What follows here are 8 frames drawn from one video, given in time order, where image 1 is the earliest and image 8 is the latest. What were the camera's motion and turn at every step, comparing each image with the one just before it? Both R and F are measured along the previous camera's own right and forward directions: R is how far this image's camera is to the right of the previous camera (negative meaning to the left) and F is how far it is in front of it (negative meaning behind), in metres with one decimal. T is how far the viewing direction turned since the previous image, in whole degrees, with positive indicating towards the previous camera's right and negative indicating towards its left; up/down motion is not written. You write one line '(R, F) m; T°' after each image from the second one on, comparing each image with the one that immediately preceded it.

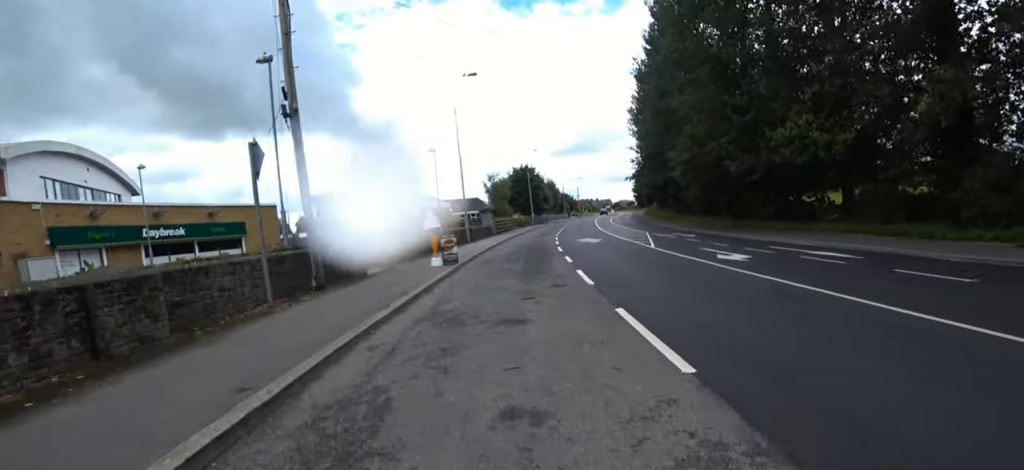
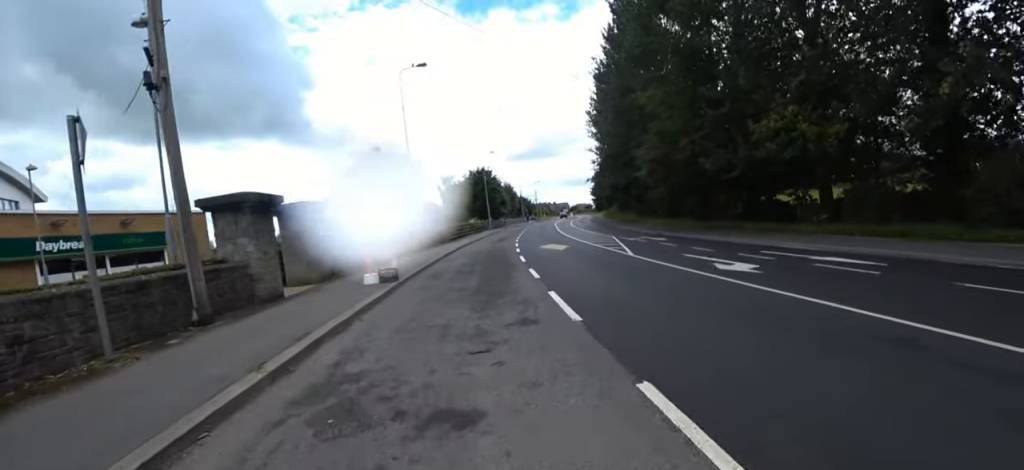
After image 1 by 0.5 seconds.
(0.0, +2.4) m; 0°
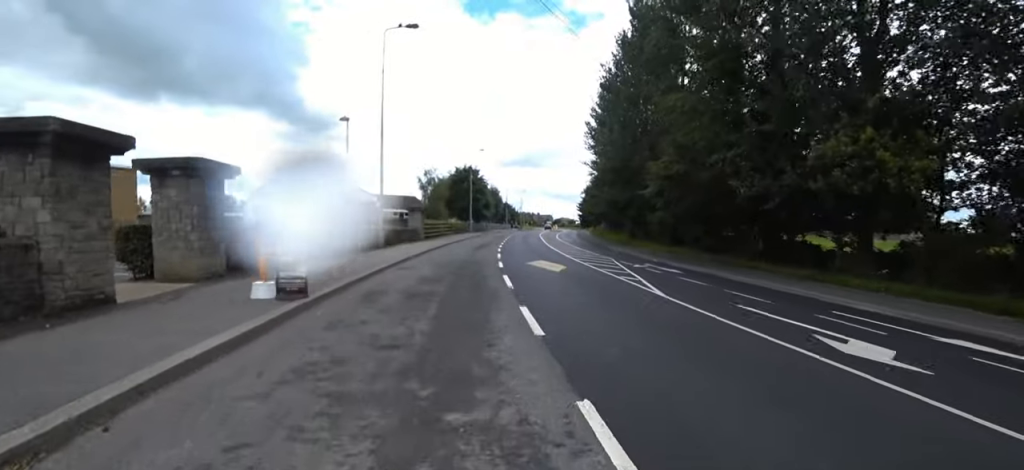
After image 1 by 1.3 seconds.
(0.0, +4.1) m; 0°
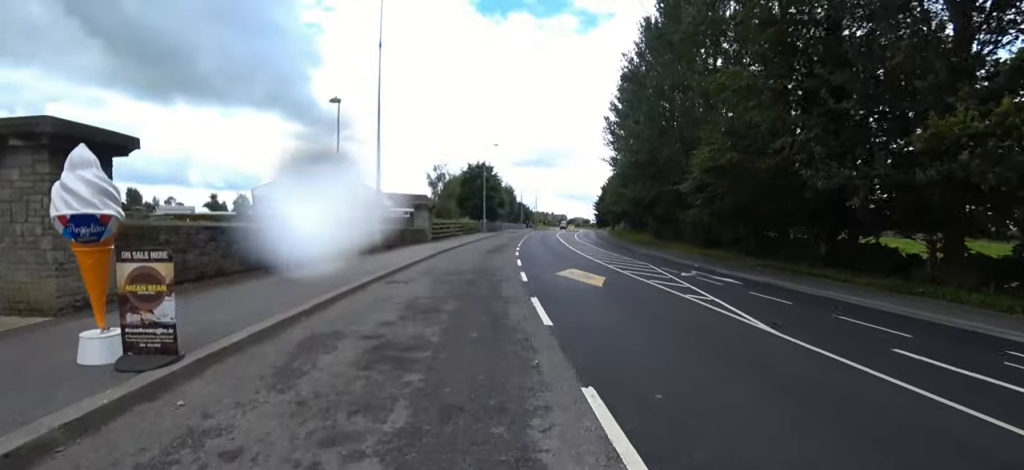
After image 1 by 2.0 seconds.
(0.0, +3.2) m; 0°
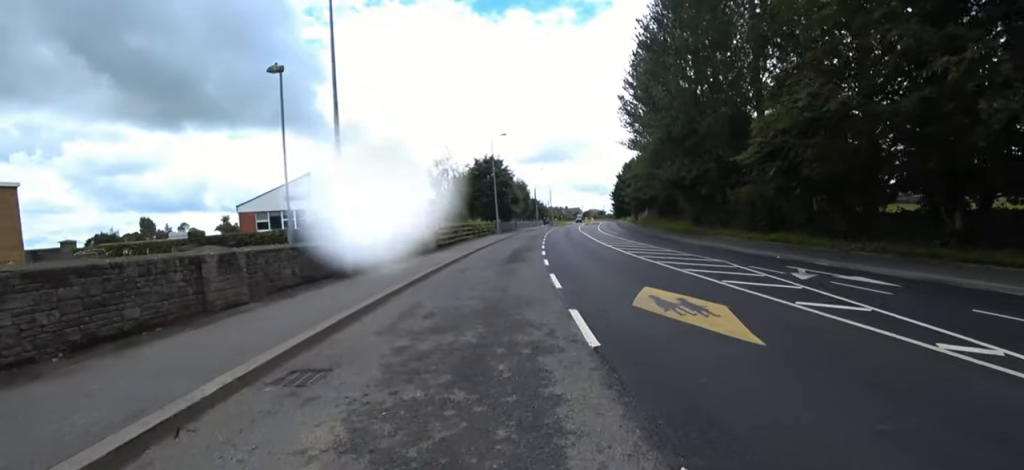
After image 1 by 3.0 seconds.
(0.0, +5.2) m; 0°
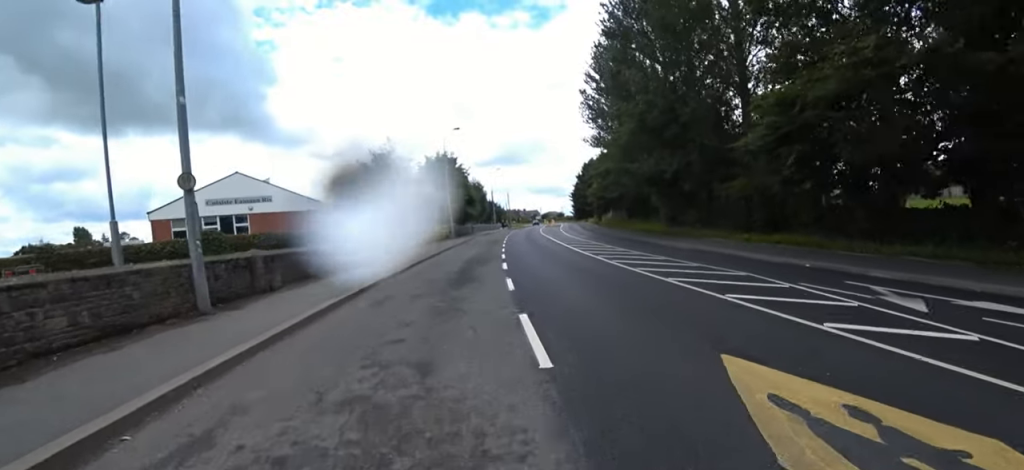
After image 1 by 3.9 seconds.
(0.0, +4.3) m; 0°
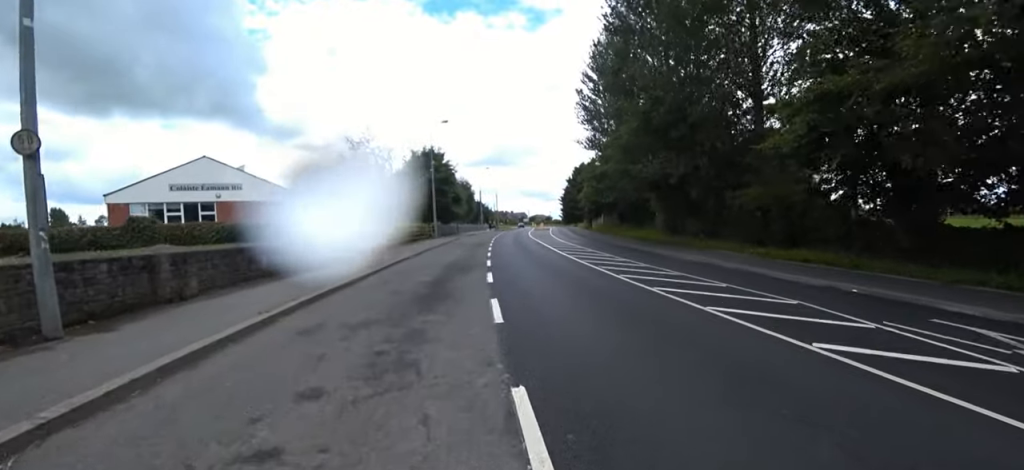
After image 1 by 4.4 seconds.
(0.0, +2.7) m; 0°
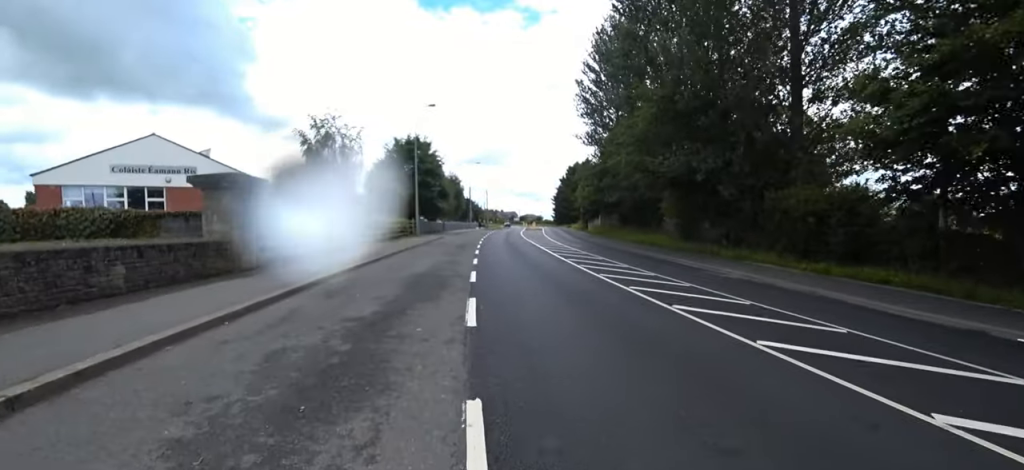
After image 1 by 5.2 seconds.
(0.0, +4.4) m; 0°
